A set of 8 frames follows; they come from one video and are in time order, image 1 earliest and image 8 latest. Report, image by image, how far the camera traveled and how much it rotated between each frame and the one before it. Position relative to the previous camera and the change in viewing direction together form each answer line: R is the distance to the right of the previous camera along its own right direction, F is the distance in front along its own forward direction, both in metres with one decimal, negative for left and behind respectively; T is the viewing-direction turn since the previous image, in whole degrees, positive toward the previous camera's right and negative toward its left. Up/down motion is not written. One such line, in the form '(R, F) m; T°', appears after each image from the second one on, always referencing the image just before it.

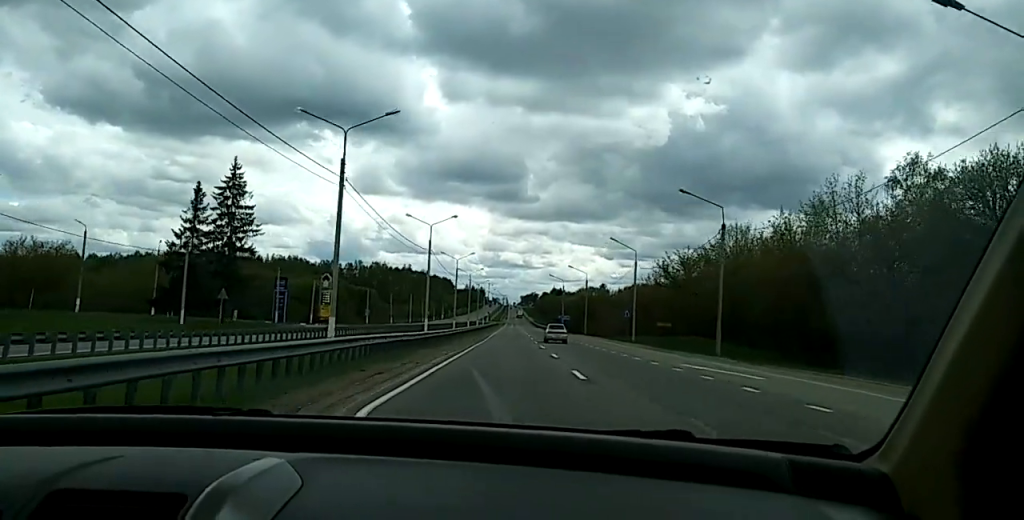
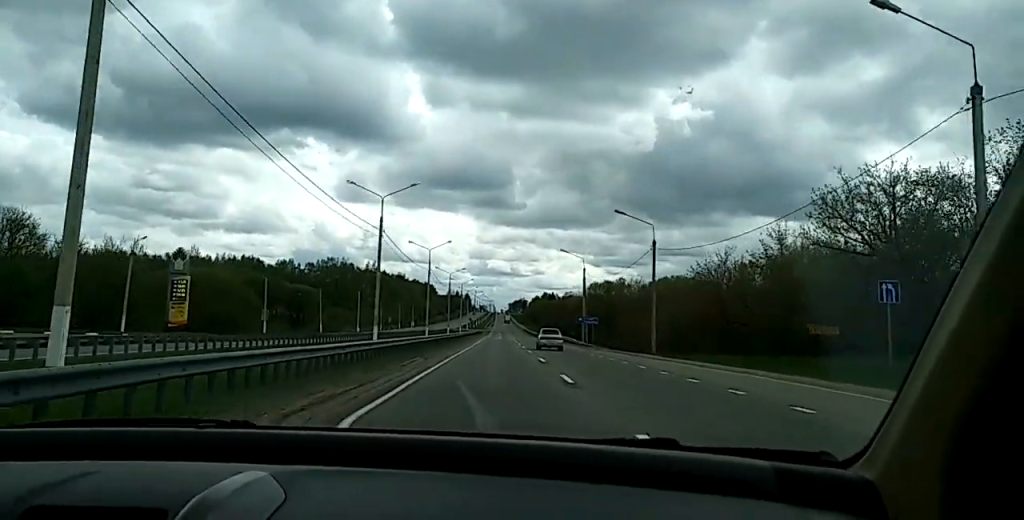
(-0.6, +61.3) m; 0°
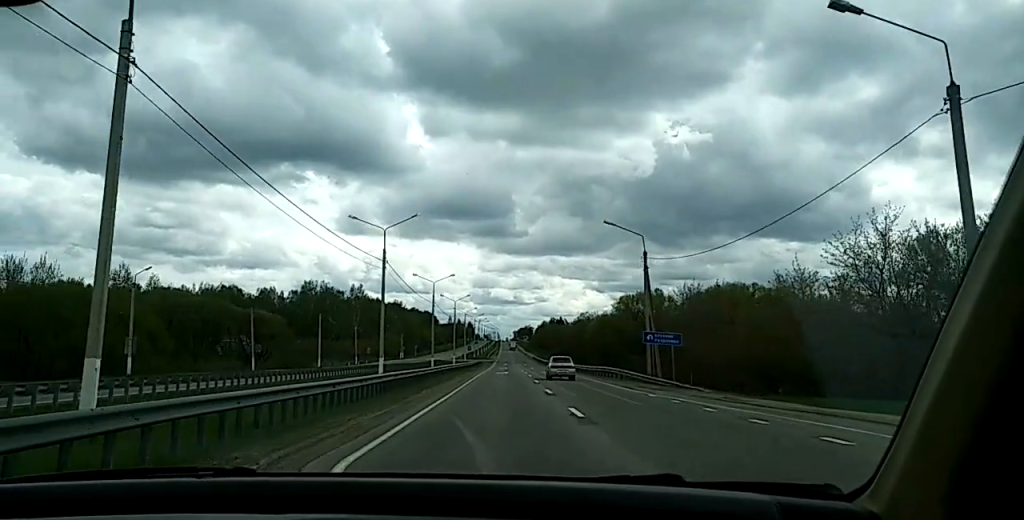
(+0.1, +37.3) m; -1°
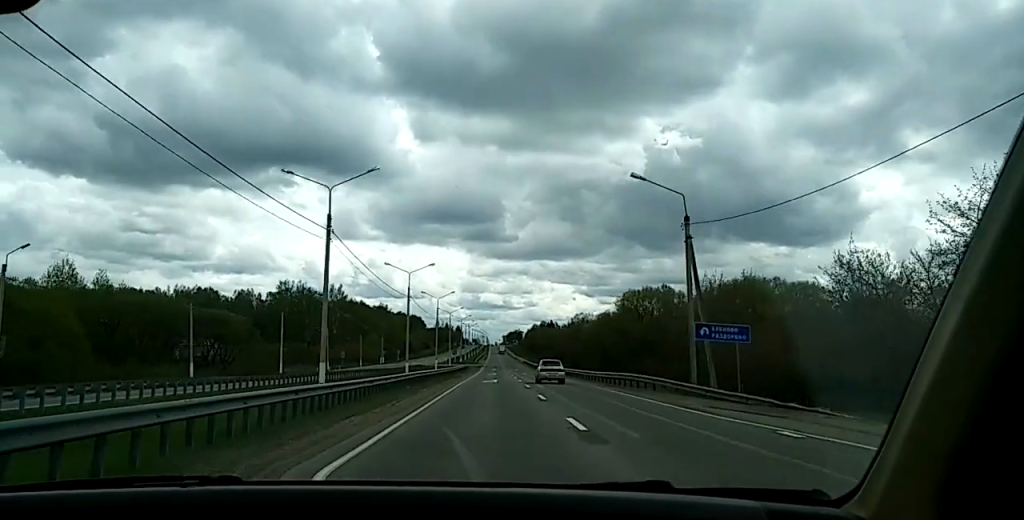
(-0.1, +13.1) m; 0°
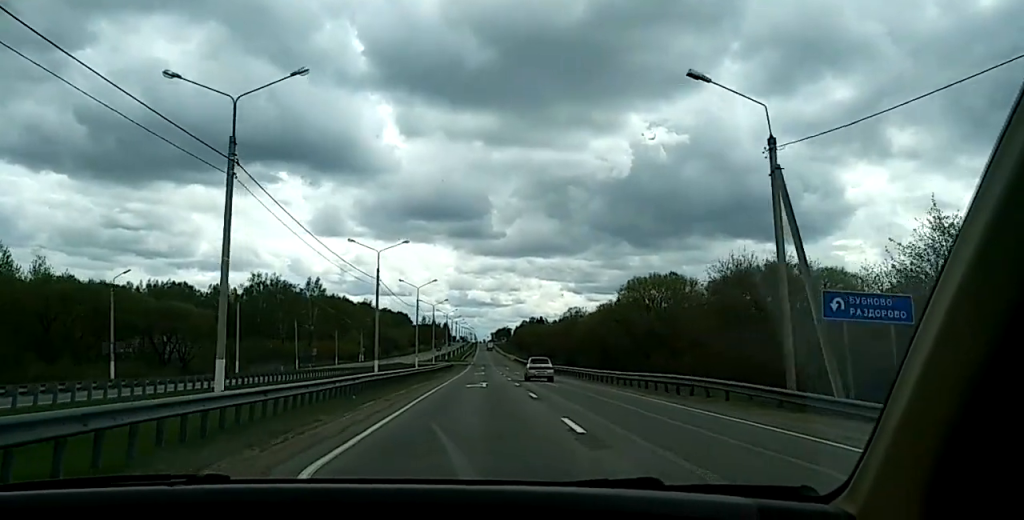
(0.0, +13.4) m; 0°
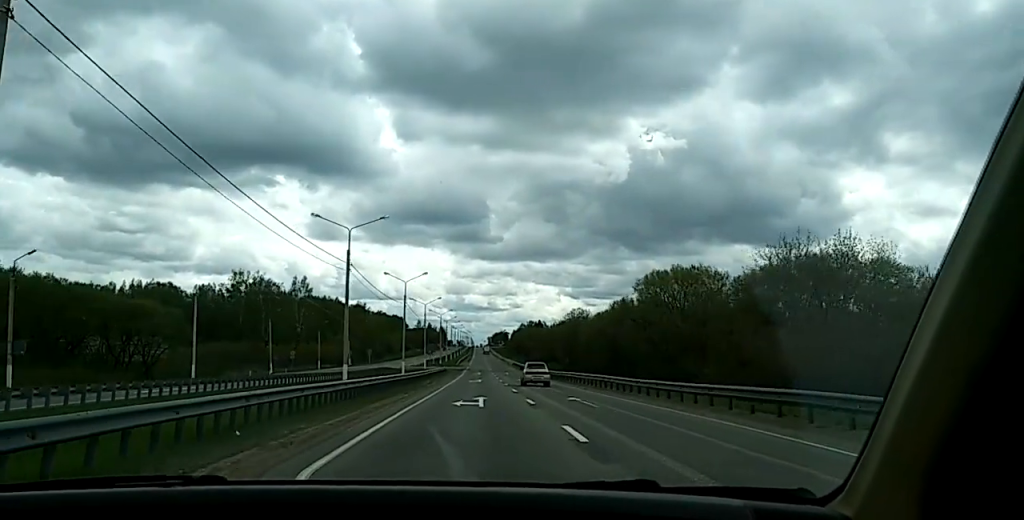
(+0.1, +12.9) m; 0°
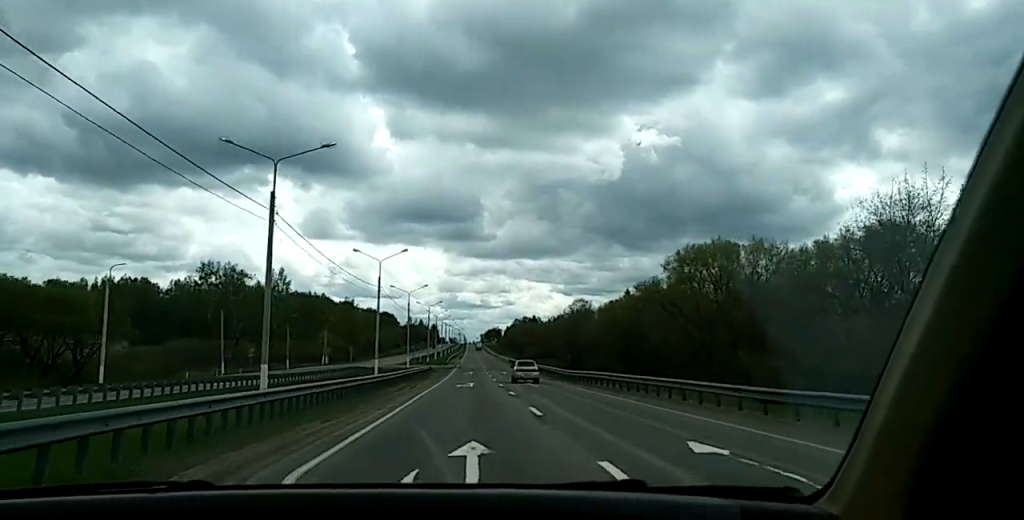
(-0.1, +20.2) m; 0°
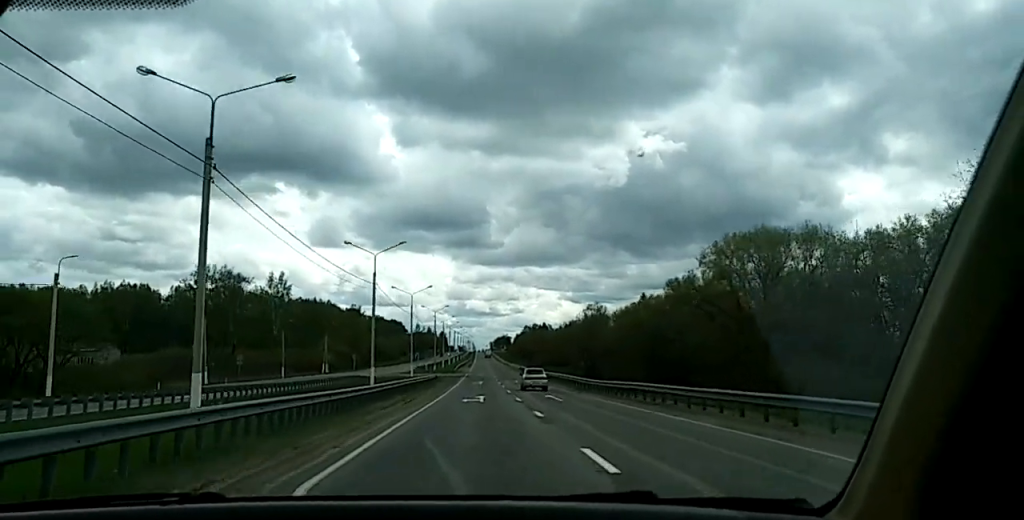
(0.0, +11.3) m; 0°
